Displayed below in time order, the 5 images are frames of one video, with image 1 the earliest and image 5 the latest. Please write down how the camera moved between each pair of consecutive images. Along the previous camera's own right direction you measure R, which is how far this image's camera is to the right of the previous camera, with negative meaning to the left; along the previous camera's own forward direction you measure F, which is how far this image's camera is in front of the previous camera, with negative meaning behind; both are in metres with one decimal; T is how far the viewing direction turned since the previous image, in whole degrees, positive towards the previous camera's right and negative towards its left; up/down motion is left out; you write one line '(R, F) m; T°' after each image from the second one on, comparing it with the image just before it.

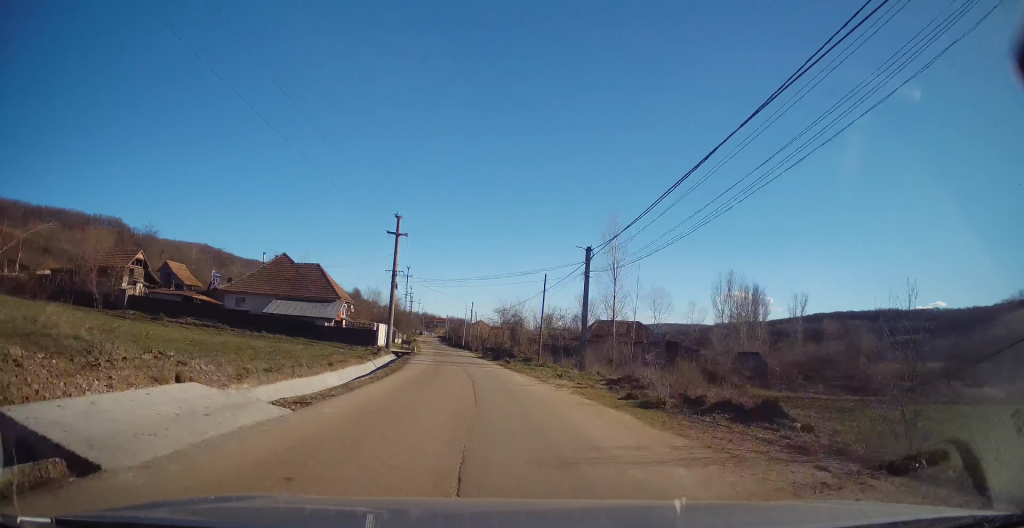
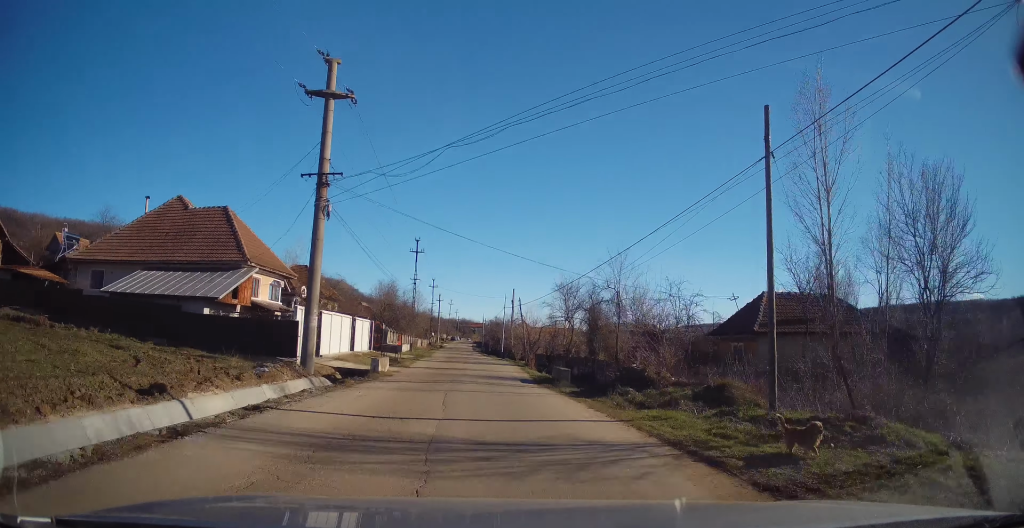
(-0.8, +28.4) m; -5°
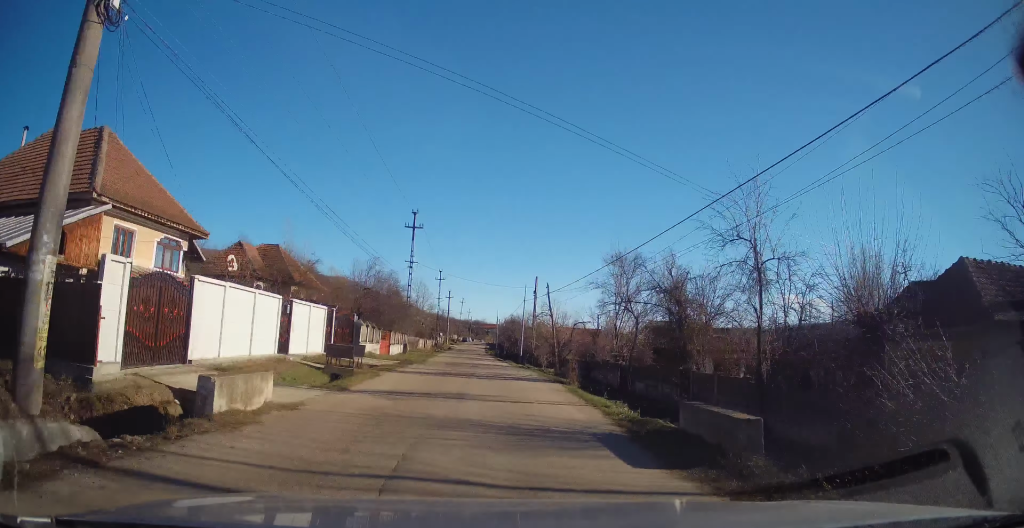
(-0.6, +13.0) m; -2°
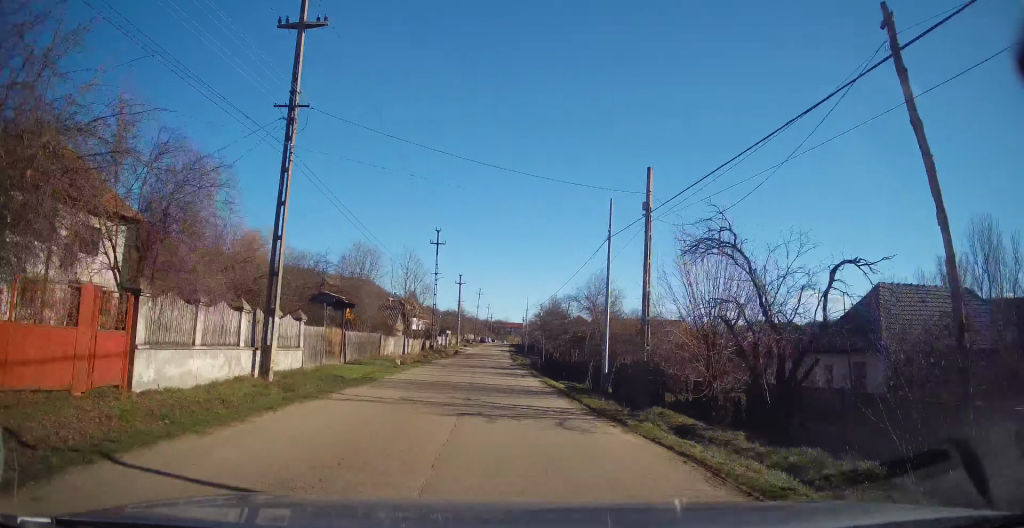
(0.0, +31.7) m; -2°
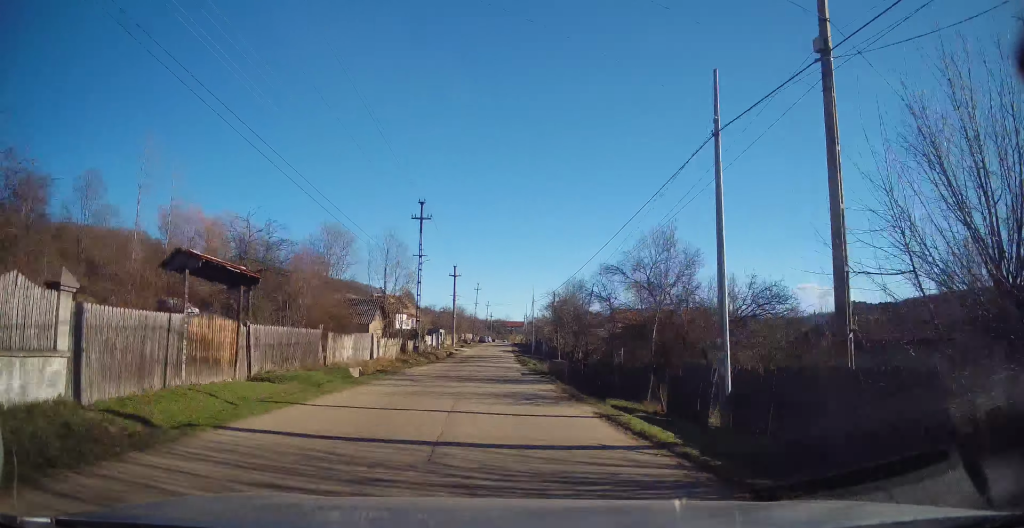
(-0.2, +11.0) m; 0°
